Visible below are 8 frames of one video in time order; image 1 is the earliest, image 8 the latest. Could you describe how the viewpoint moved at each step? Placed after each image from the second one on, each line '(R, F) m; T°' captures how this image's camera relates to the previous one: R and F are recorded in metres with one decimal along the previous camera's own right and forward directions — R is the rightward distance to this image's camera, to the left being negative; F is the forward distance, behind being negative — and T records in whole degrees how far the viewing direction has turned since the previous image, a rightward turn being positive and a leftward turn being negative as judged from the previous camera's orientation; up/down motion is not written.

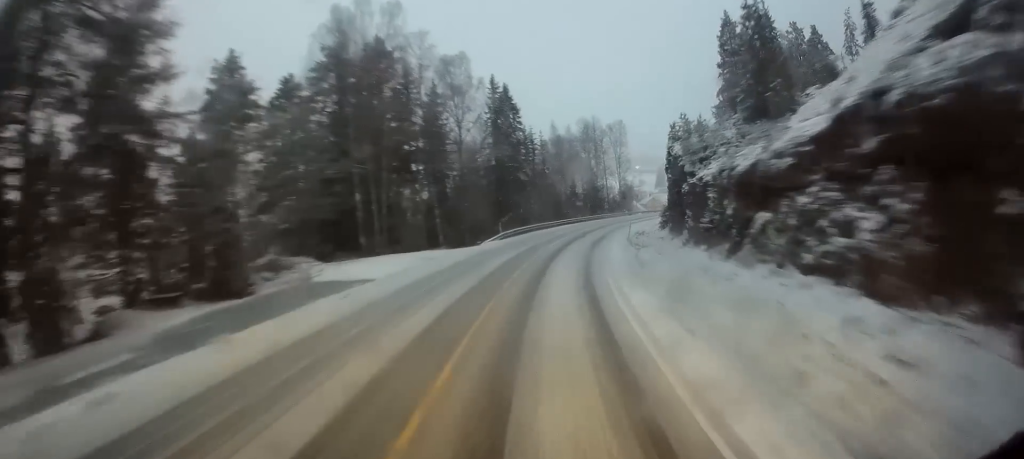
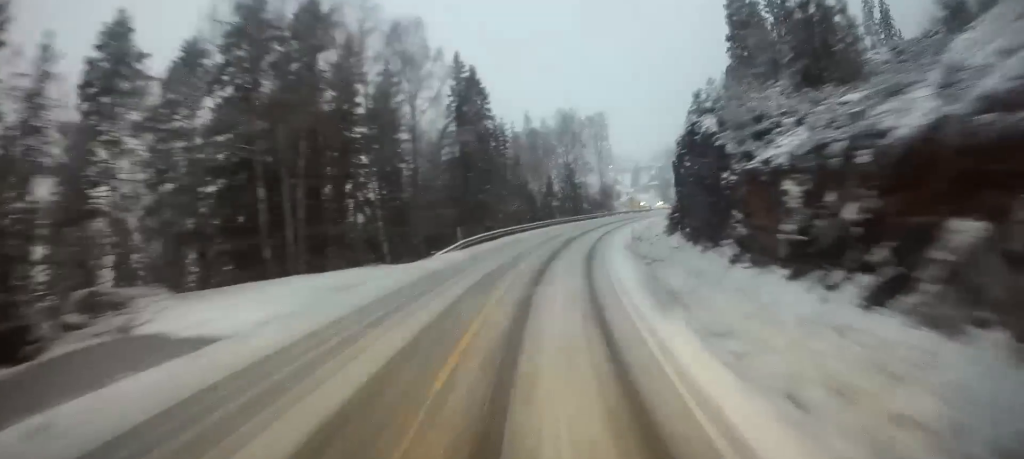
(+0.2, +9.7) m; +2°
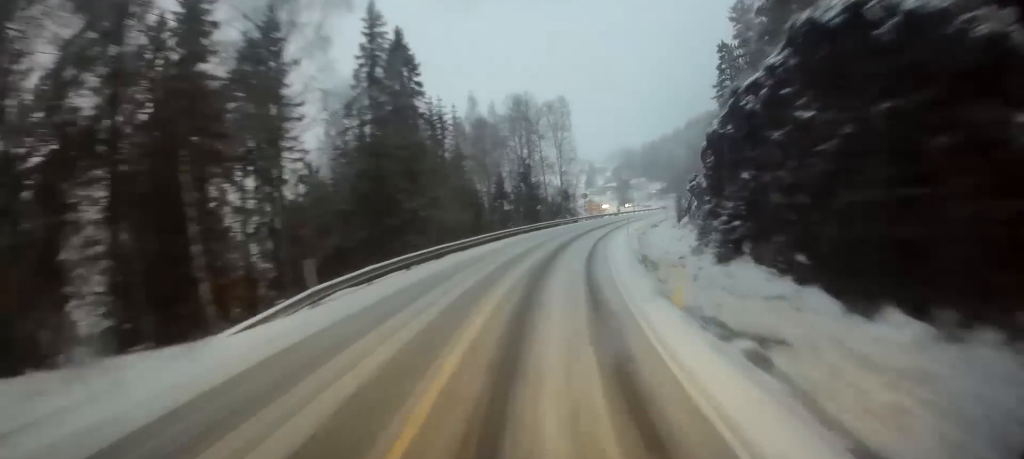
(+0.6, +16.2) m; +4°
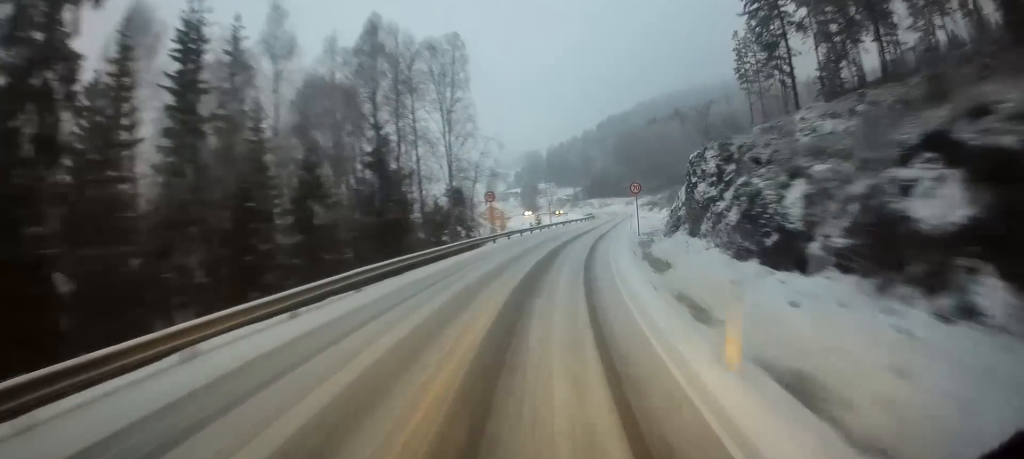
(+2.7, +33.5) m; +9°
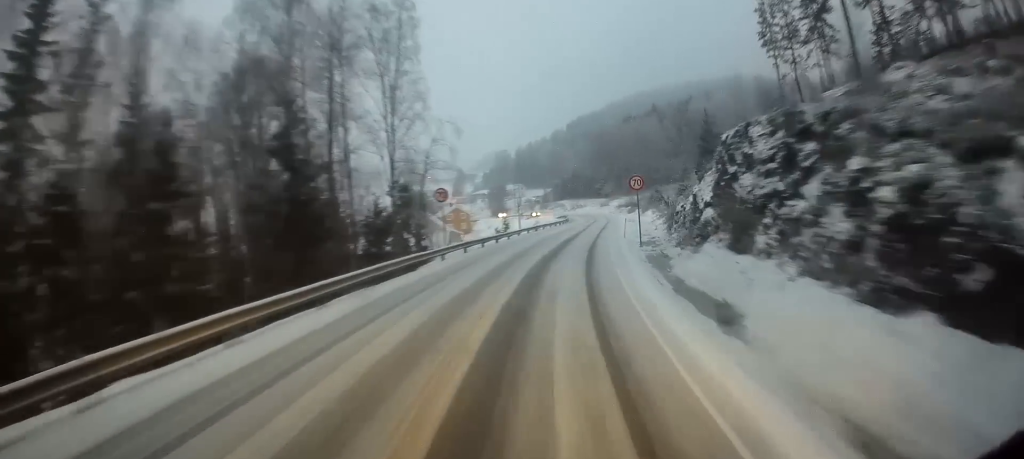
(+0.3, +10.3) m; +3°
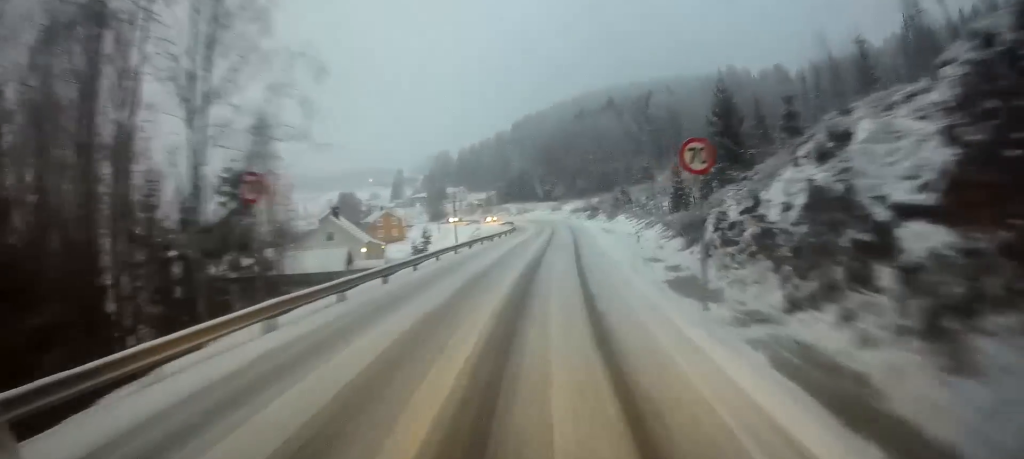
(+0.7, +17.9) m; +5°
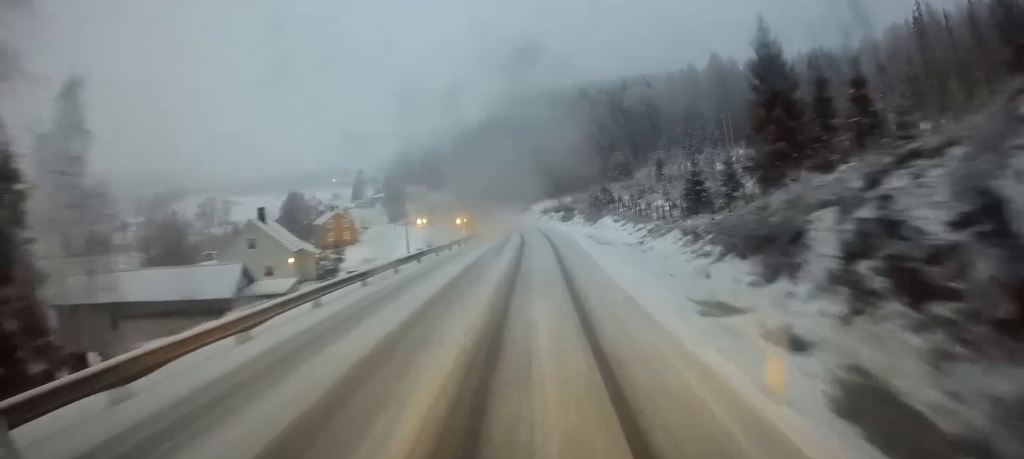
(+0.4, +12.6) m; +3°
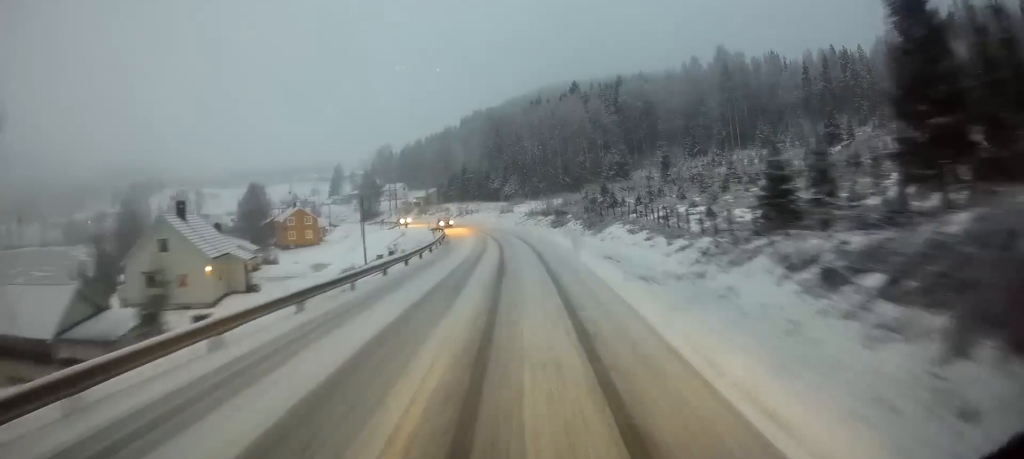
(+0.5, +13.1) m; +2°
